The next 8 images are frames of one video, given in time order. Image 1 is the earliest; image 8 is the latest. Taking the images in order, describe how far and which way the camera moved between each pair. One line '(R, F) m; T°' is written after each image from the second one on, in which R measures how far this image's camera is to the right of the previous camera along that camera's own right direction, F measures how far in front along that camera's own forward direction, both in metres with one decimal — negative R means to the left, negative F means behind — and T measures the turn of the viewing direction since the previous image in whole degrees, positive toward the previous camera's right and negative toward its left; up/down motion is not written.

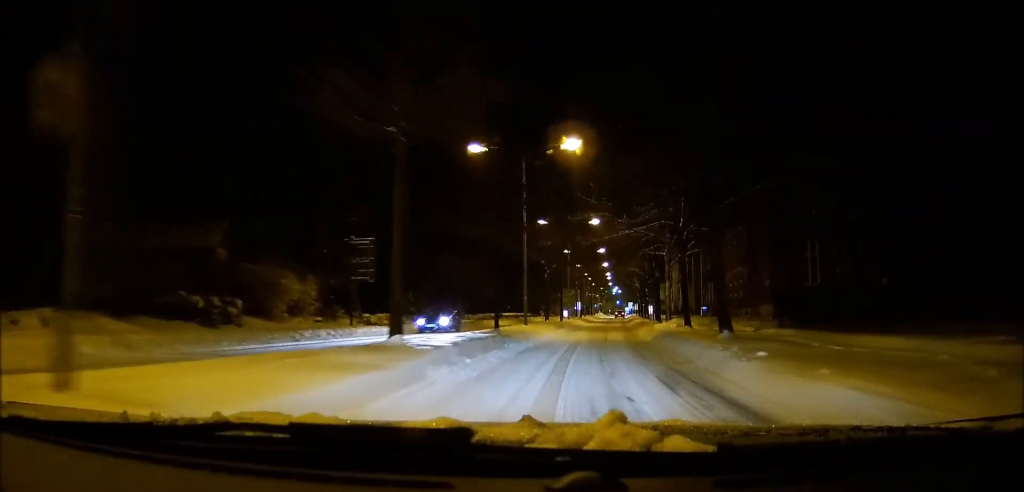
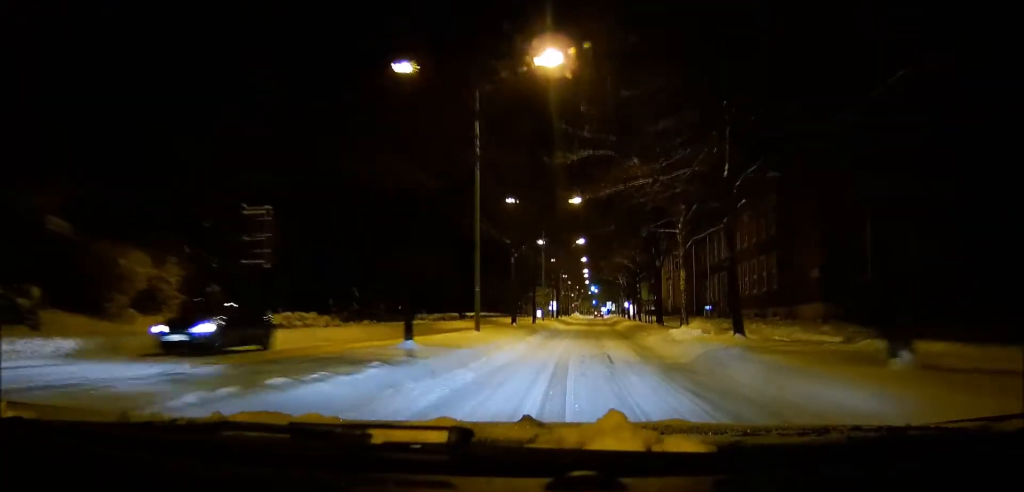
(+0.5, +13.6) m; +2°
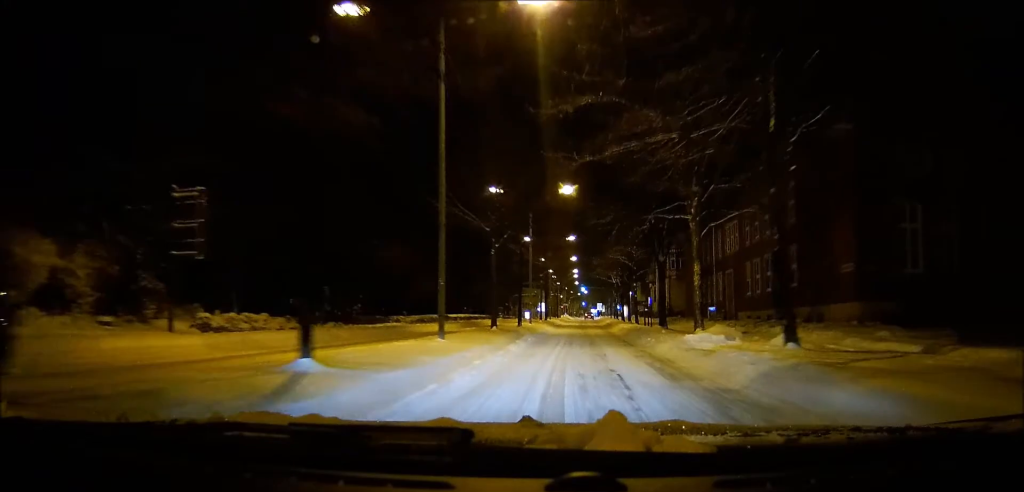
(+0.1, +5.9) m; 0°
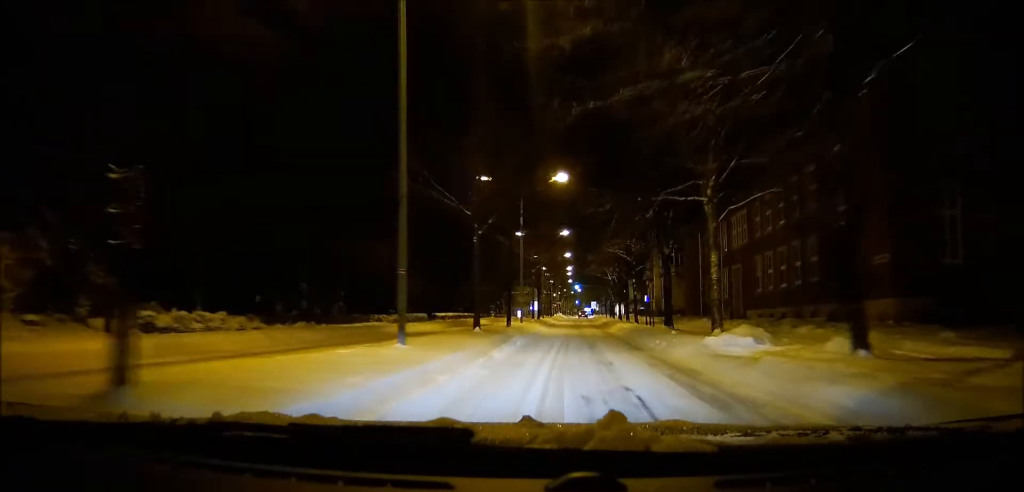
(-0.1, +4.5) m; 0°
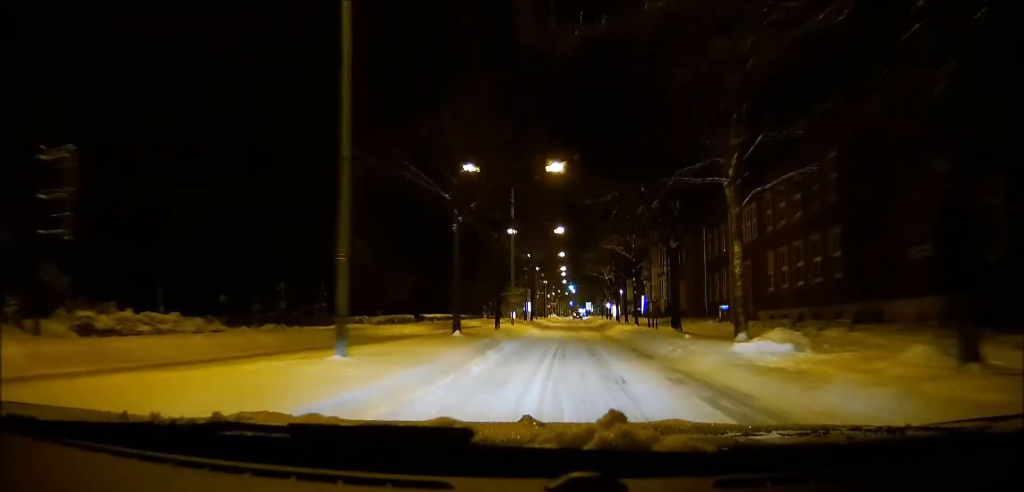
(-0.1, +4.5) m; 0°
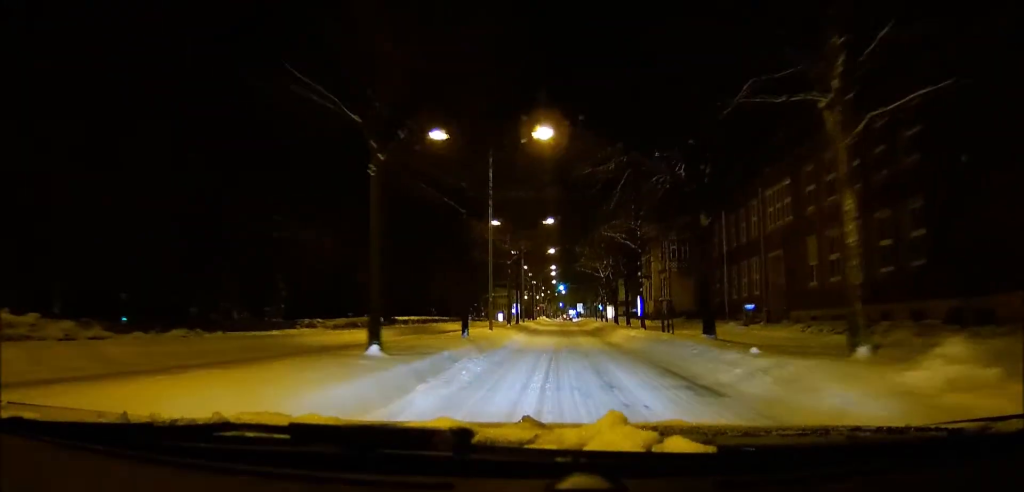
(+0.1, +9.4) m; +2°
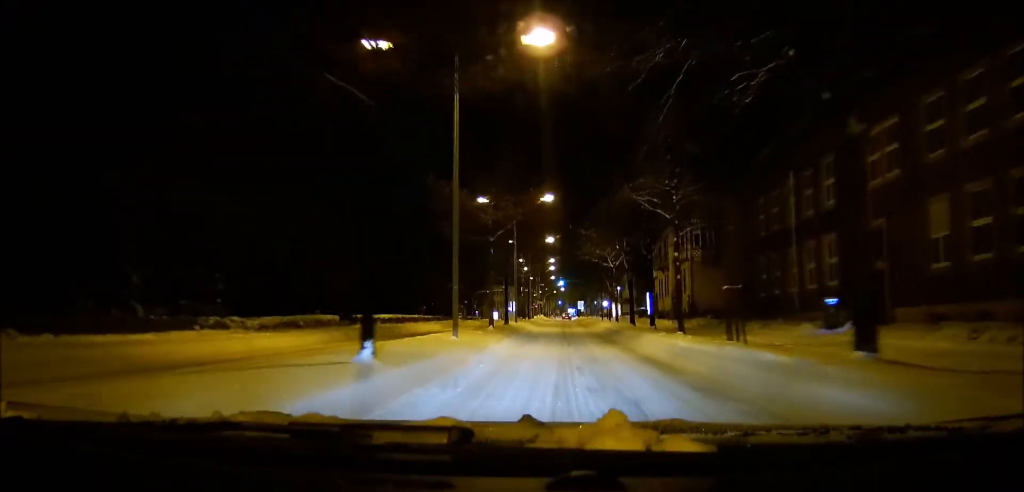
(+0.4, +13.6) m; +4°
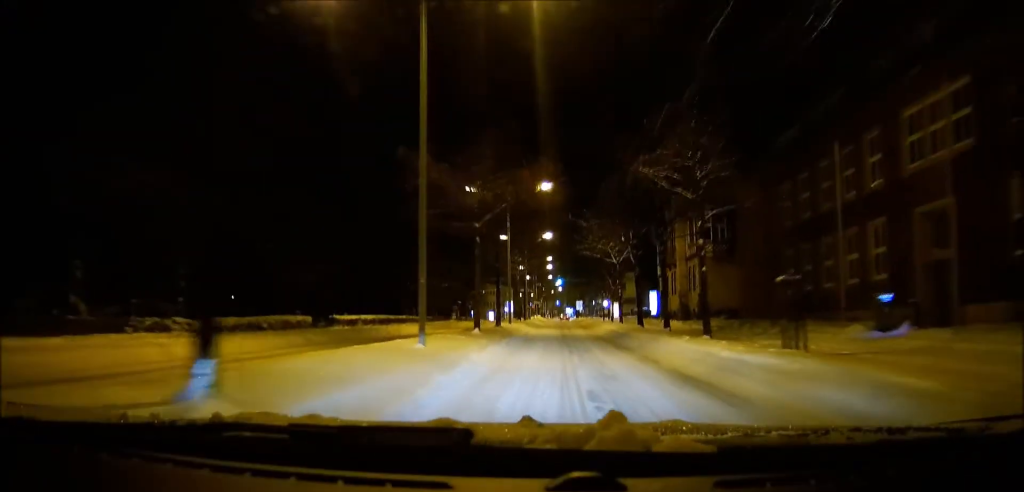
(+0.1, +5.2) m; +1°
